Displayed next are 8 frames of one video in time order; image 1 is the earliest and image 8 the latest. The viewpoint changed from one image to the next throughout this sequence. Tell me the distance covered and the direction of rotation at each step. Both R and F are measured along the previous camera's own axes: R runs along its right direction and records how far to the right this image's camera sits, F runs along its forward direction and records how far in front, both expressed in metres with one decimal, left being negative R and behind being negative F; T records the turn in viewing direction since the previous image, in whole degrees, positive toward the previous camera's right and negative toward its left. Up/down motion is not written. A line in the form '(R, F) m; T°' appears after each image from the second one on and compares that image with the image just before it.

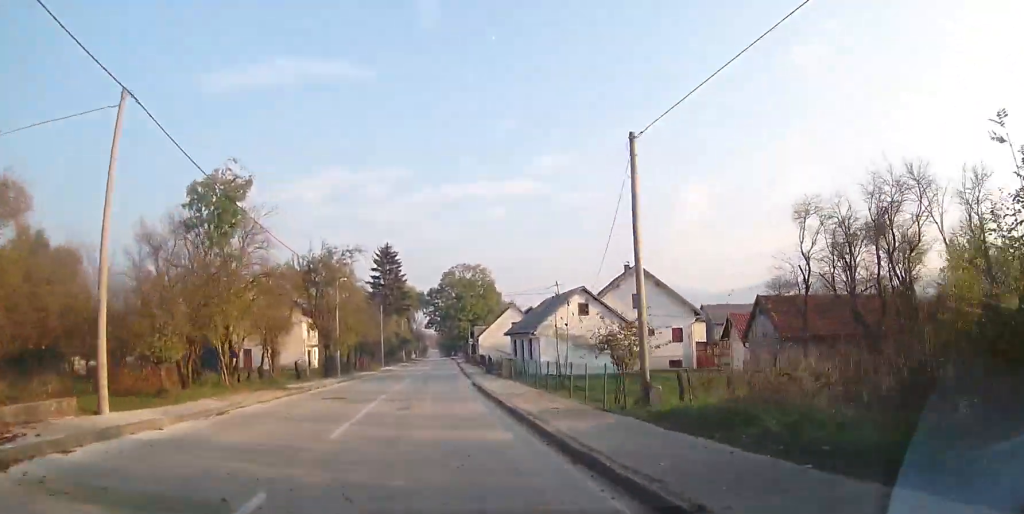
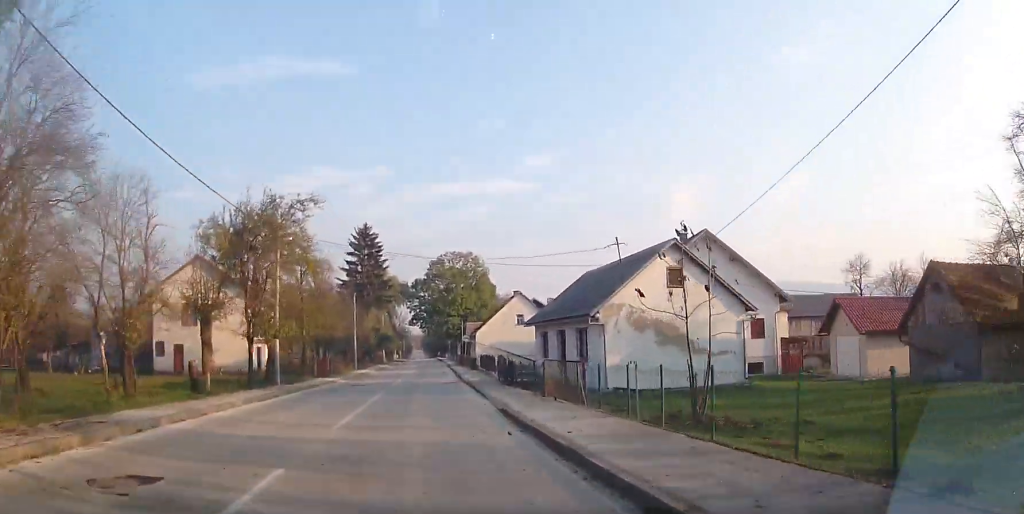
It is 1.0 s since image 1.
(0.0, +14.7) m; +2°
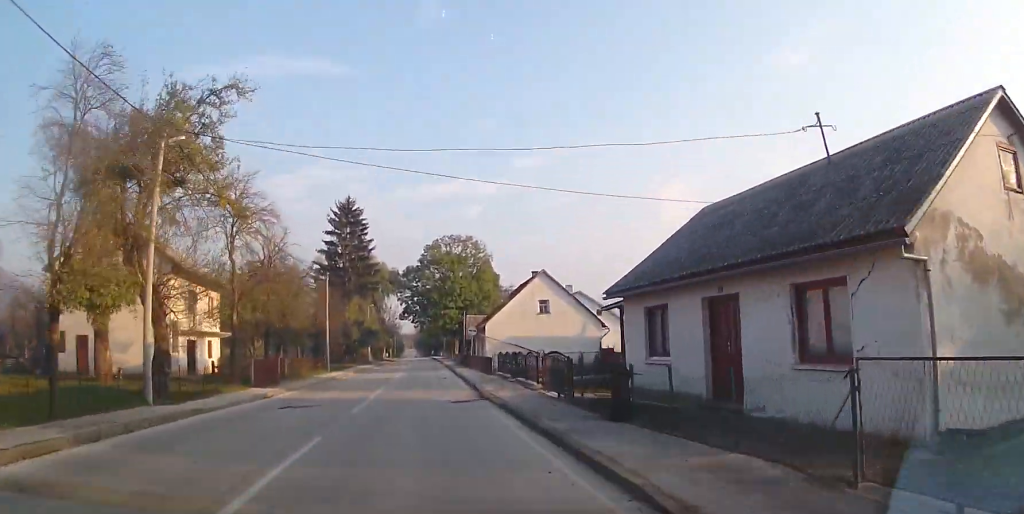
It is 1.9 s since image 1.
(+0.6, +14.0) m; +1°
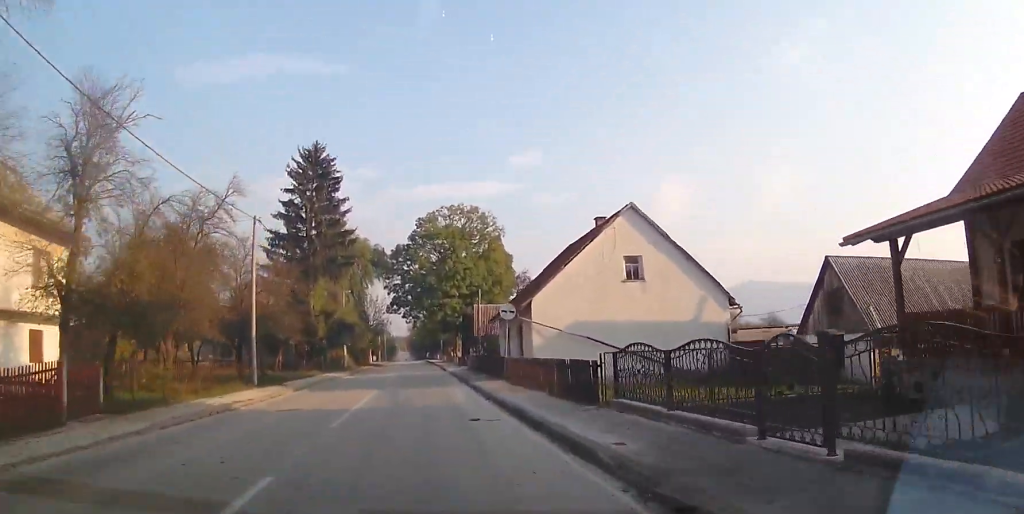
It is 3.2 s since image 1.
(-0.5, +19.6) m; -1°
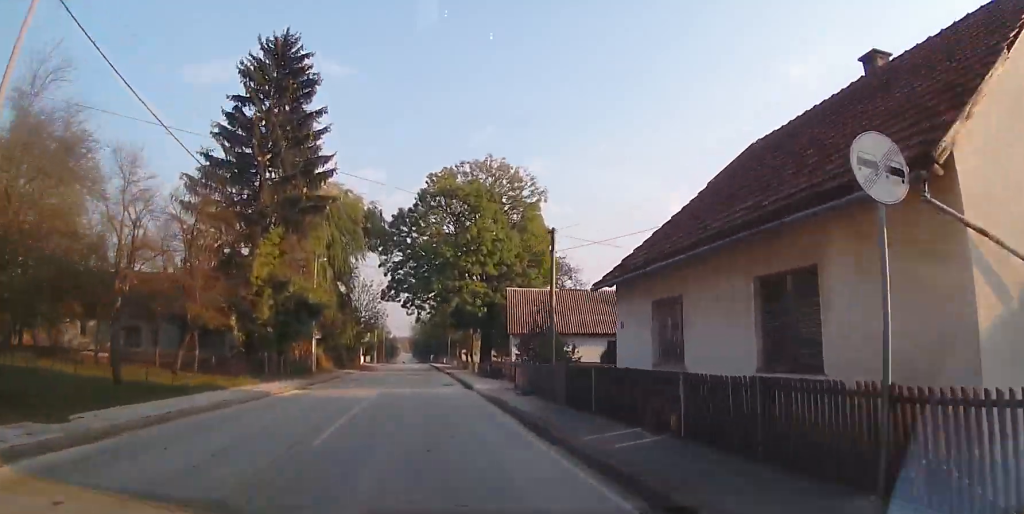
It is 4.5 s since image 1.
(+0.4, +19.4) m; +2°
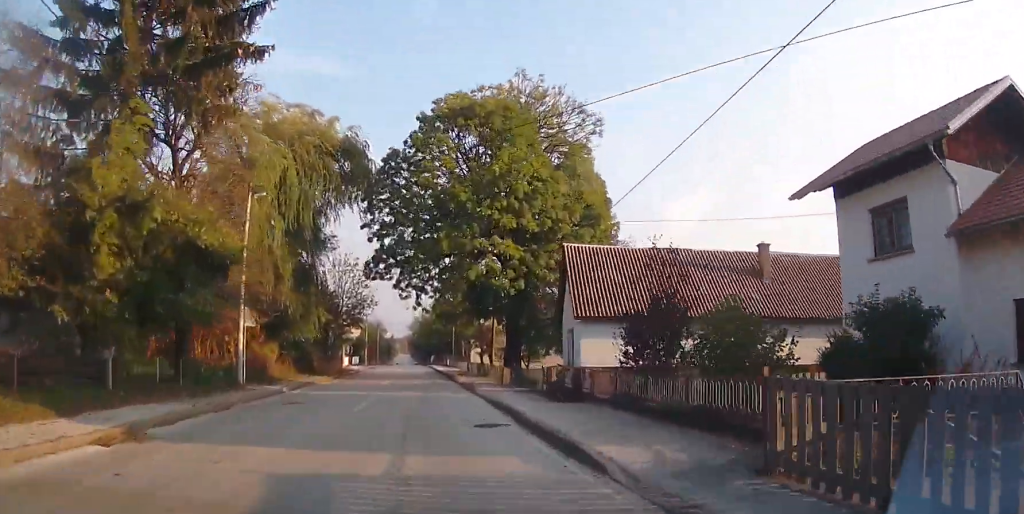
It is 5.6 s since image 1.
(+0.2, +16.4) m; +1°
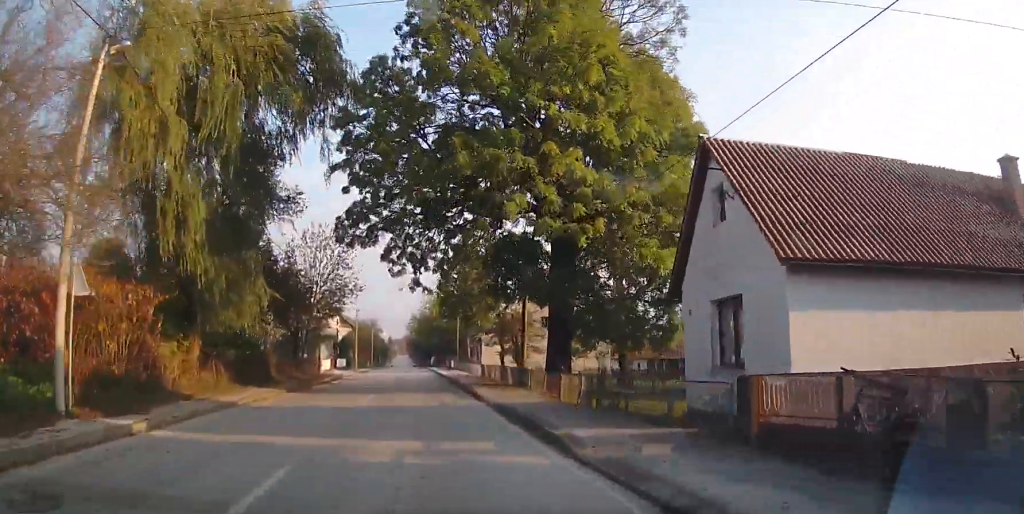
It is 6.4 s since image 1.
(+0.1, +12.8) m; 0°
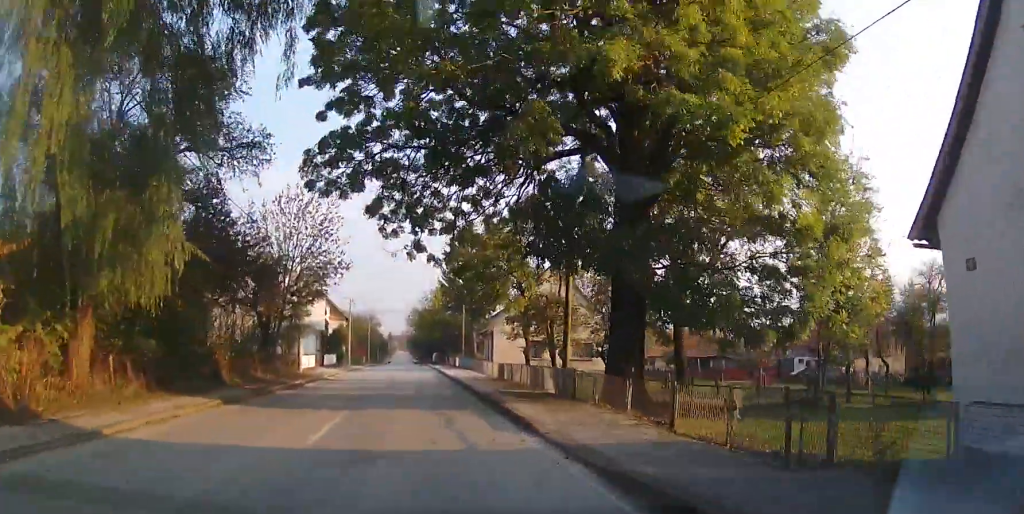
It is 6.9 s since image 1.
(-0.1, +8.2) m; -1°
